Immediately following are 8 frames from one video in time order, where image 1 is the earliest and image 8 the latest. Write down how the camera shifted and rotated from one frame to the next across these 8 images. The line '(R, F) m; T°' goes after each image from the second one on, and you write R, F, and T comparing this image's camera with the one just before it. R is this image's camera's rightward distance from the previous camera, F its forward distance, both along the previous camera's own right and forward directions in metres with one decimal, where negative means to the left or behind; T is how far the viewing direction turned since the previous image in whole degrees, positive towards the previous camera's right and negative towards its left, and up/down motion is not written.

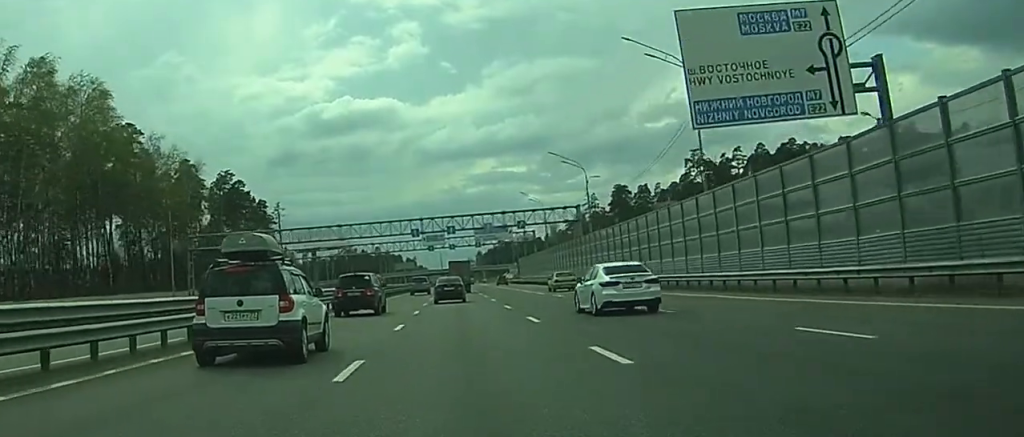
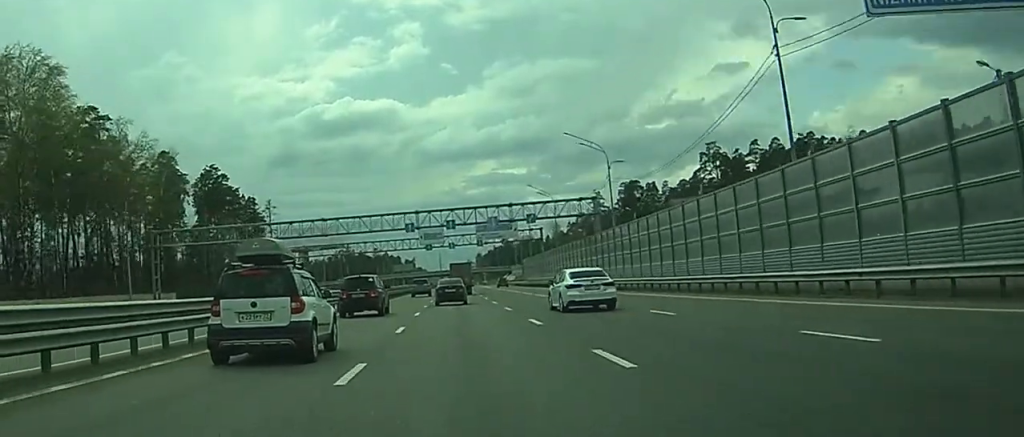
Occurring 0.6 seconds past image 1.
(-0.2, +12.0) m; +1°
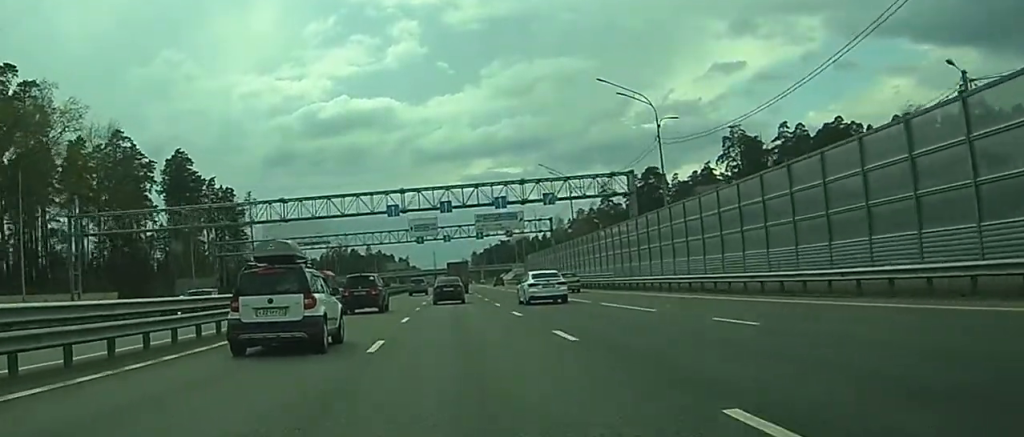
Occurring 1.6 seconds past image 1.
(+0.7, +19.2) m; +2°
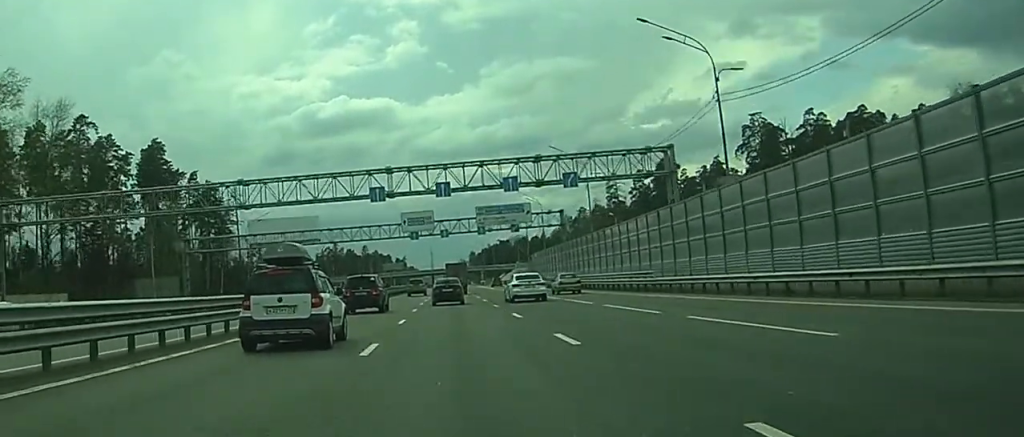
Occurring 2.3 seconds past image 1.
(0.0, +12.9) m; 0°
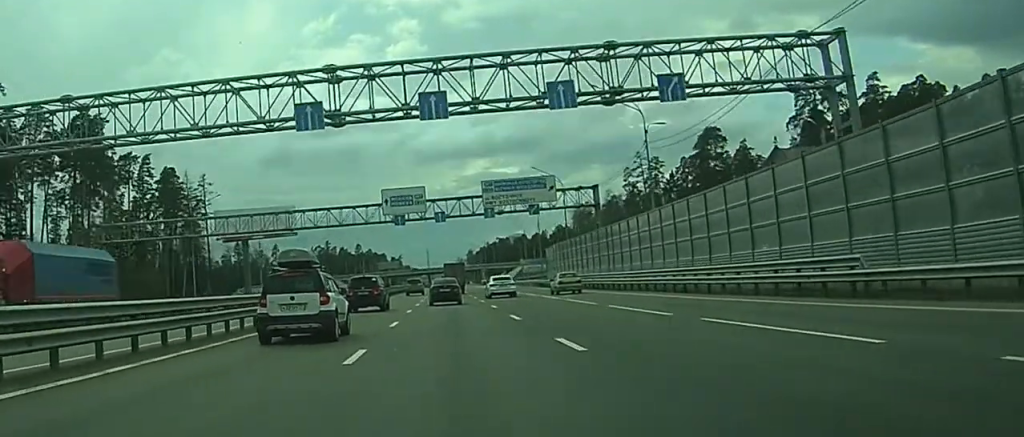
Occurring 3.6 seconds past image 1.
(-0.3, +25.8) m; -1°
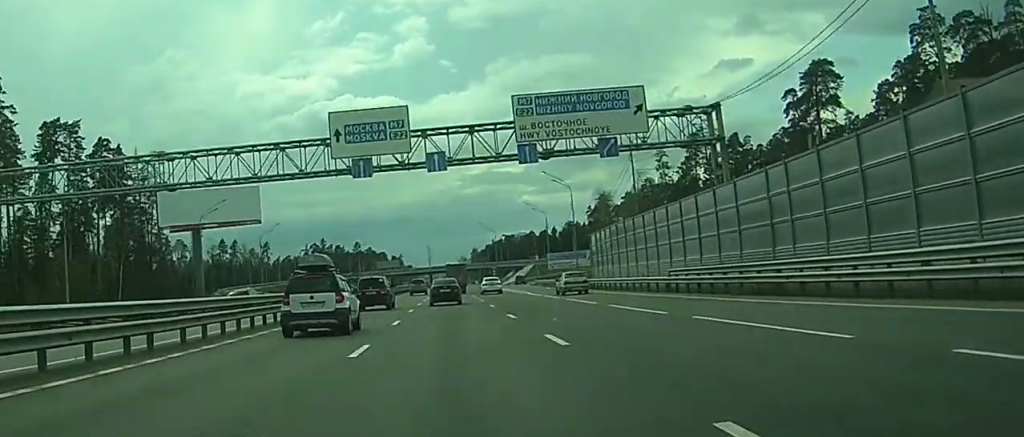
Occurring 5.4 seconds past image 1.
(+0.2, +34.9) m; 0°
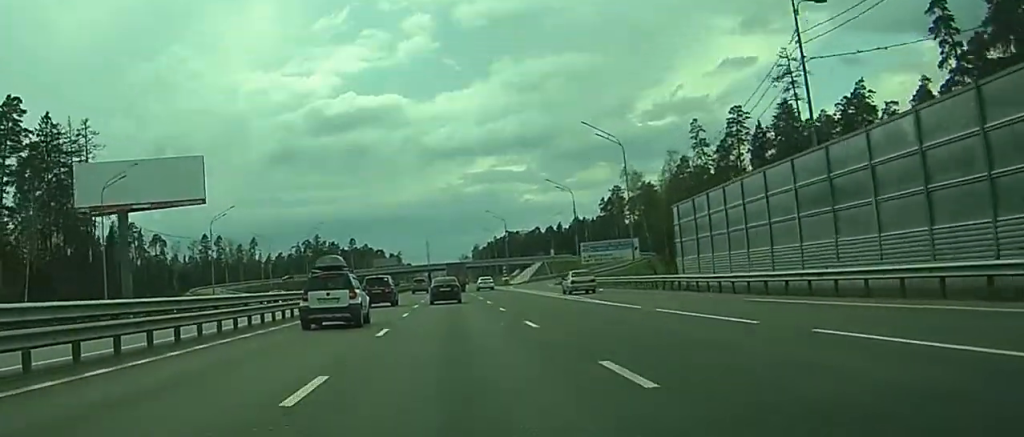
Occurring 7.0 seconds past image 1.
(-0.3, +31.3) m; -1°
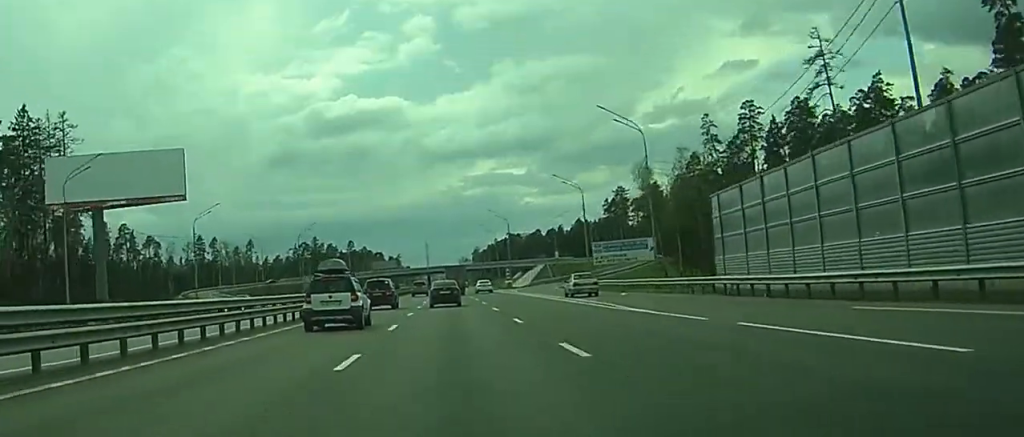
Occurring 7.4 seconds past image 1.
(0.0, +7.9) m; 0°
